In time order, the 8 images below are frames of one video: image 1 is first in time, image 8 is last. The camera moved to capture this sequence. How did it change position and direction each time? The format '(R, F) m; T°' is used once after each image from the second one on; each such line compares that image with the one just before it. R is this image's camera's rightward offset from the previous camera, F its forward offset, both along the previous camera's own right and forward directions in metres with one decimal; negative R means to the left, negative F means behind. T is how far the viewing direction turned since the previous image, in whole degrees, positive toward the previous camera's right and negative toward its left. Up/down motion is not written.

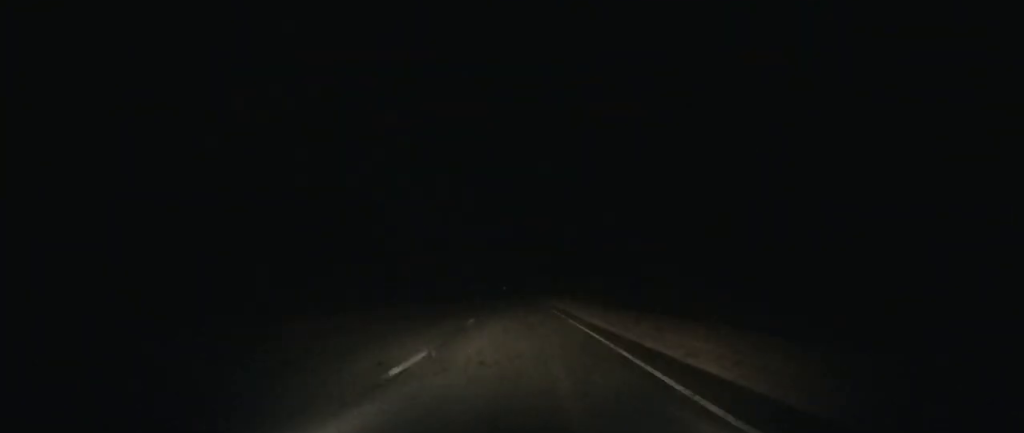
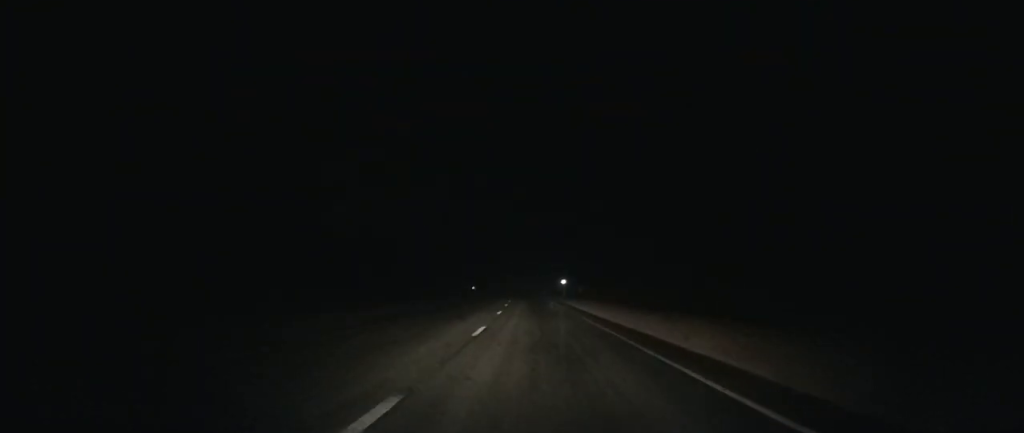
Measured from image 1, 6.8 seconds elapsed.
(-4.8, +178.4) m; -3°
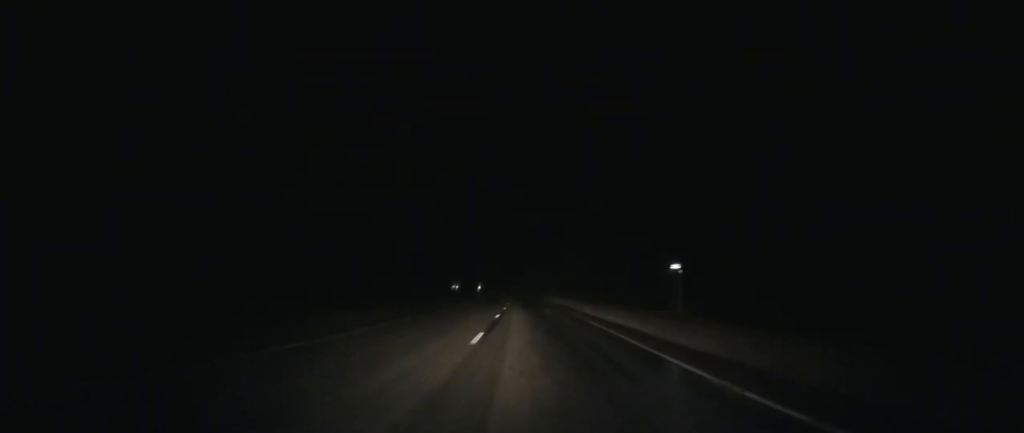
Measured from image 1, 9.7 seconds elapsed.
(-1.2, +75.4) m; -2°
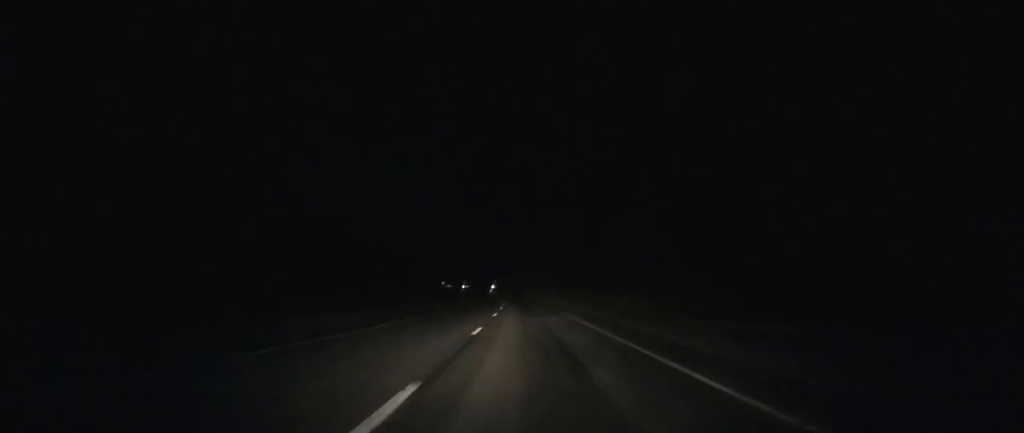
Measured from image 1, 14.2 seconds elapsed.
(-3.5, +115.0) m; -3°
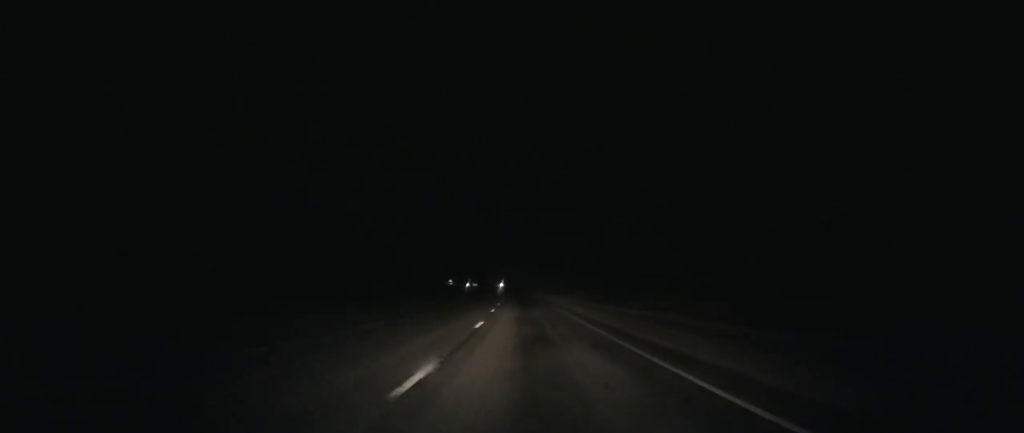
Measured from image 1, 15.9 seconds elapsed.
(-0.4, +43.6) m; -1°
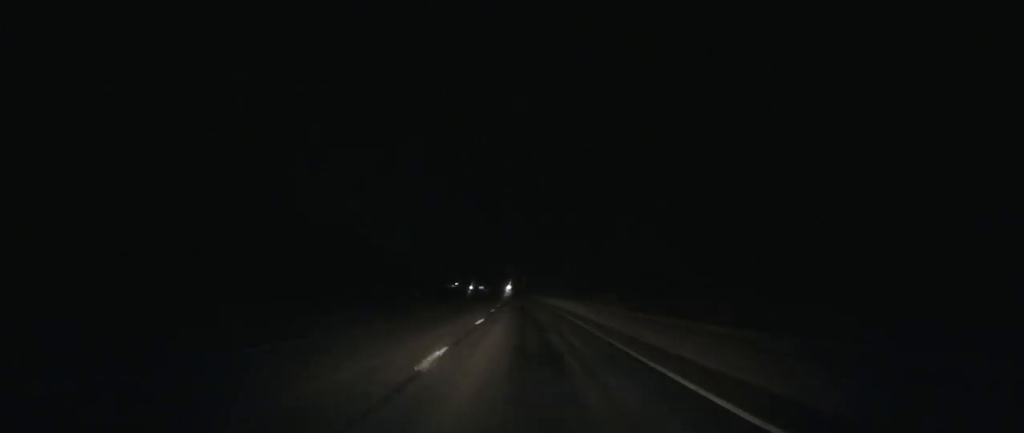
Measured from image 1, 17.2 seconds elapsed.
(-0.2, +34.7) m; -1°
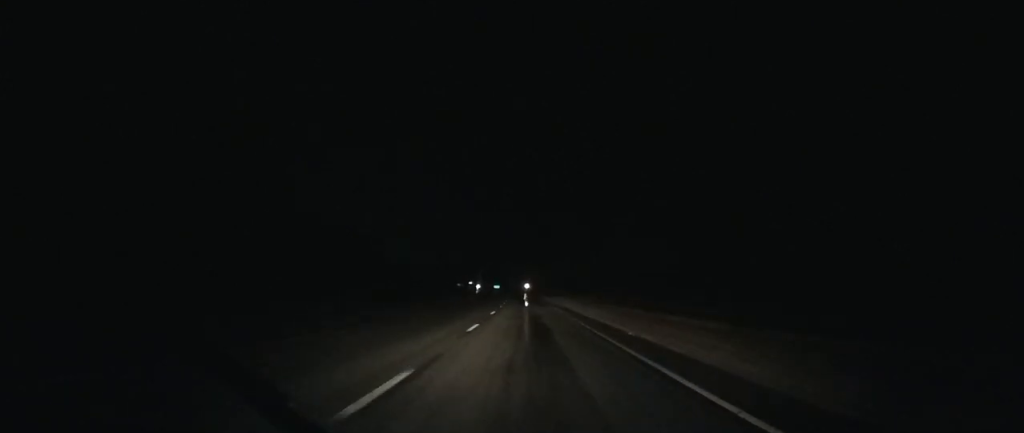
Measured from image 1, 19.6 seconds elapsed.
(-0.2, +65.7) m; -2°
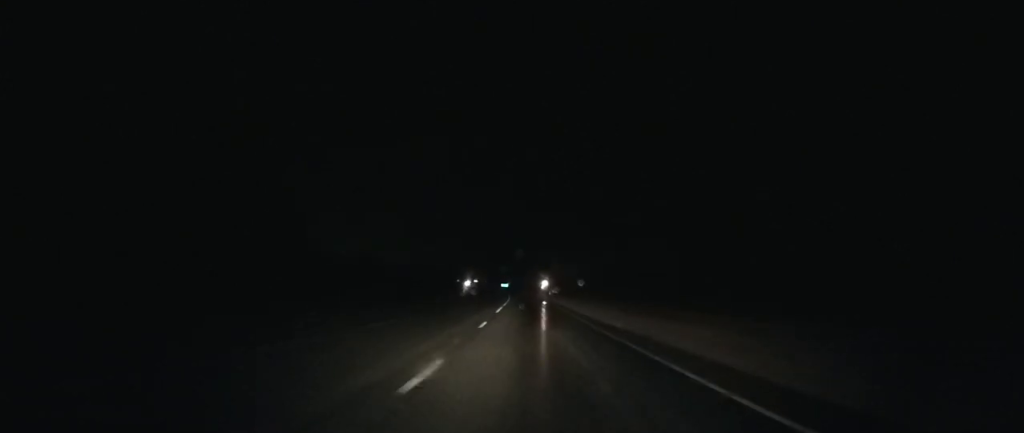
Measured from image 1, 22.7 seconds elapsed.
(-2.0, +84.6) m; -2°
